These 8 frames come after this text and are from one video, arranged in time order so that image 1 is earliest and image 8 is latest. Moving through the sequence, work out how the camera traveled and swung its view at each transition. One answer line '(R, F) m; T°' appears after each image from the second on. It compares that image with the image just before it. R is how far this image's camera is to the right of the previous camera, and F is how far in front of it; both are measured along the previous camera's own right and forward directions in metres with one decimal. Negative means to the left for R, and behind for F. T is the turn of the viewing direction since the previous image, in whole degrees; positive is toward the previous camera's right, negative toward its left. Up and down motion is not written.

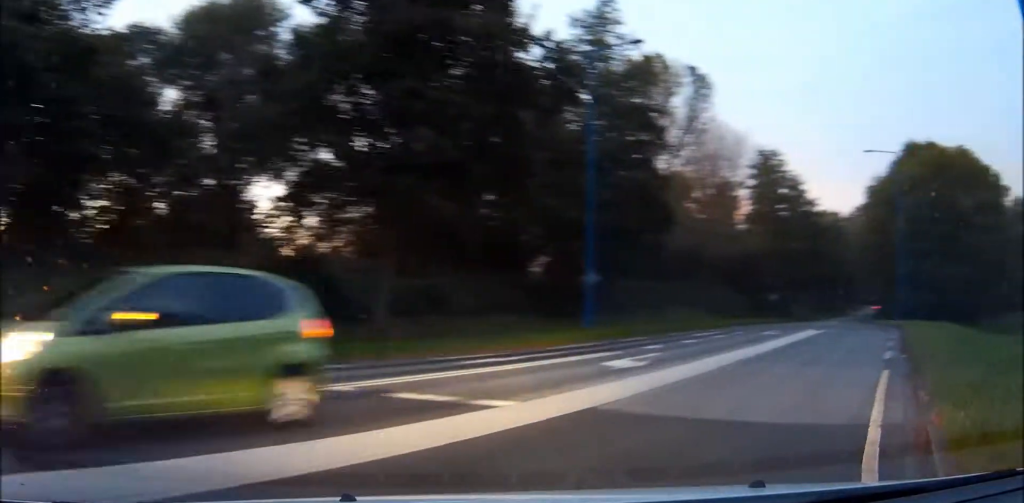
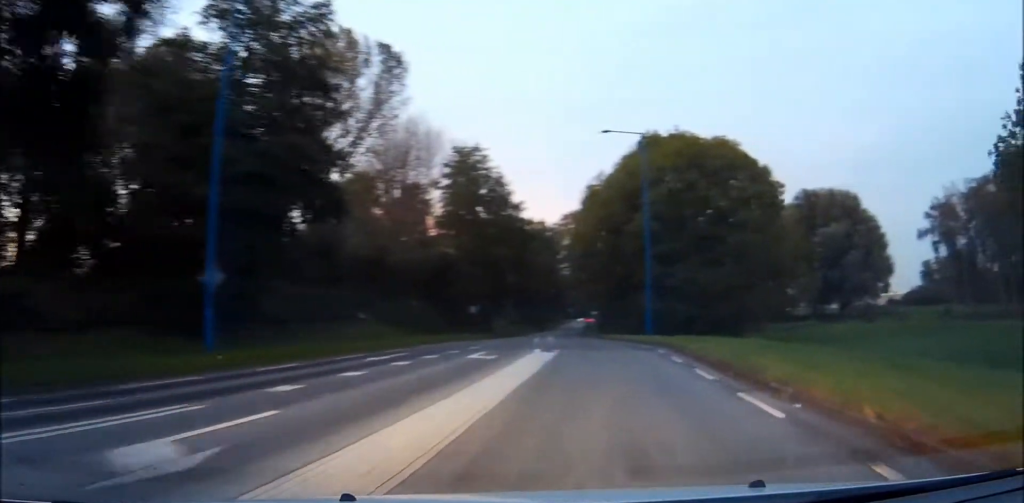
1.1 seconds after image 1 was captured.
(+2.2, +9.6) m; +20°
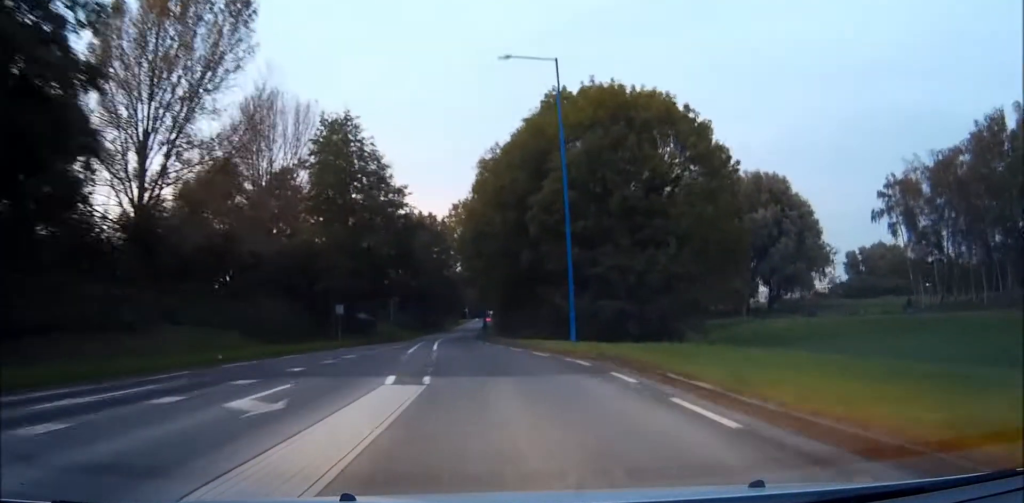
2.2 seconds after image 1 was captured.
(+1.5, +12.9) m; +8°
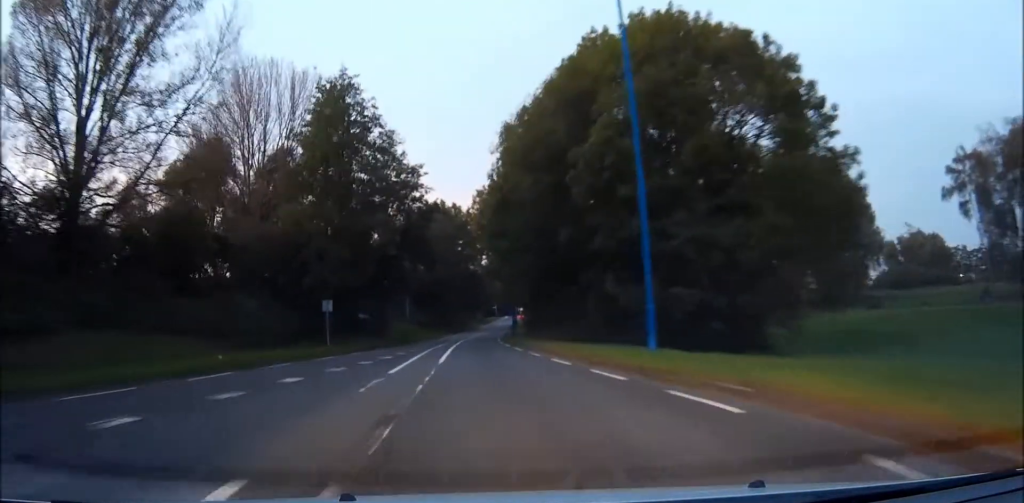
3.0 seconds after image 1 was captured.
(+0.3, +10.8) m; 0°
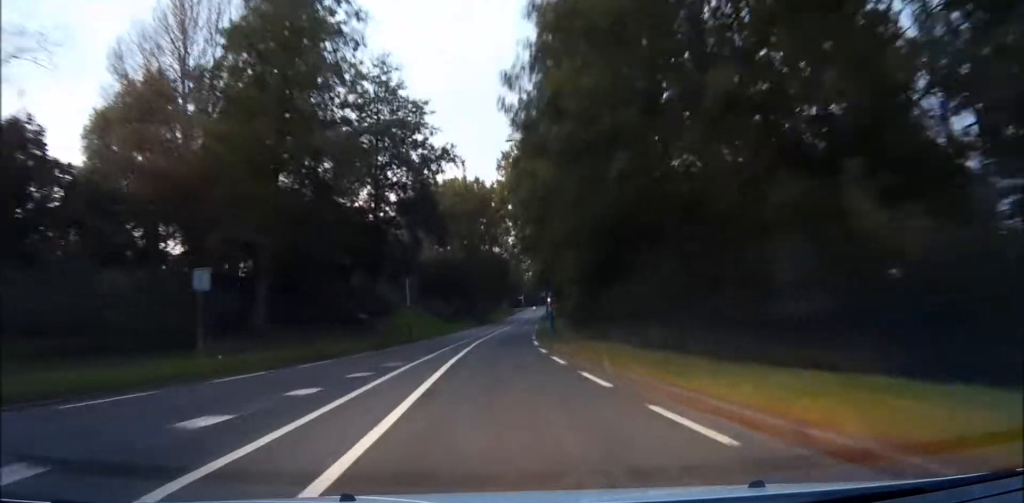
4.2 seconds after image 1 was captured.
(-0.5, +19.9) m; -2°
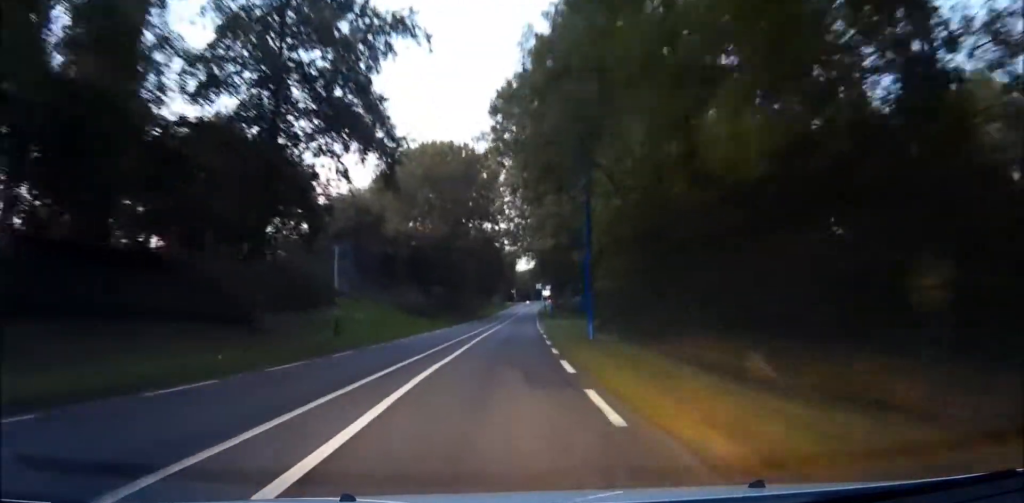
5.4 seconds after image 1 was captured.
(-0.3, +22.9) m; 0°
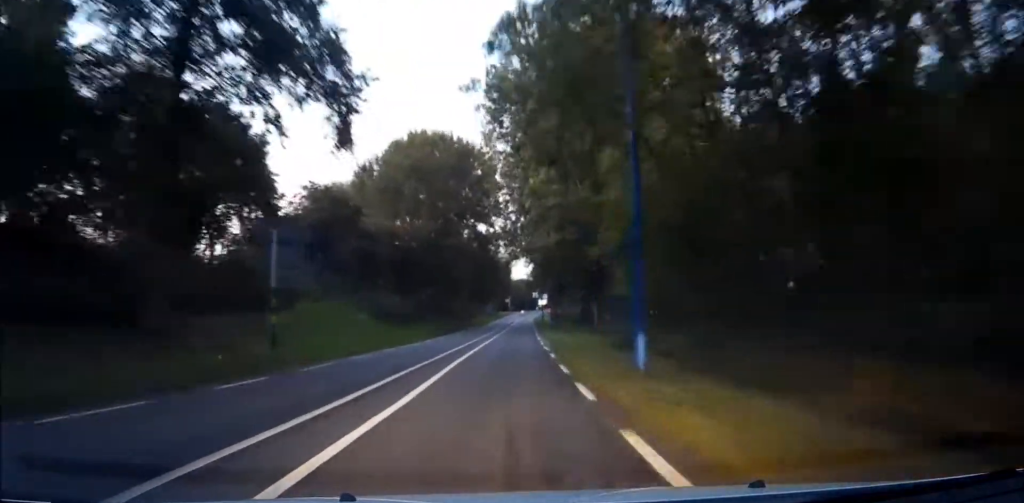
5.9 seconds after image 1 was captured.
(-0.1, +9.1) m; 0°
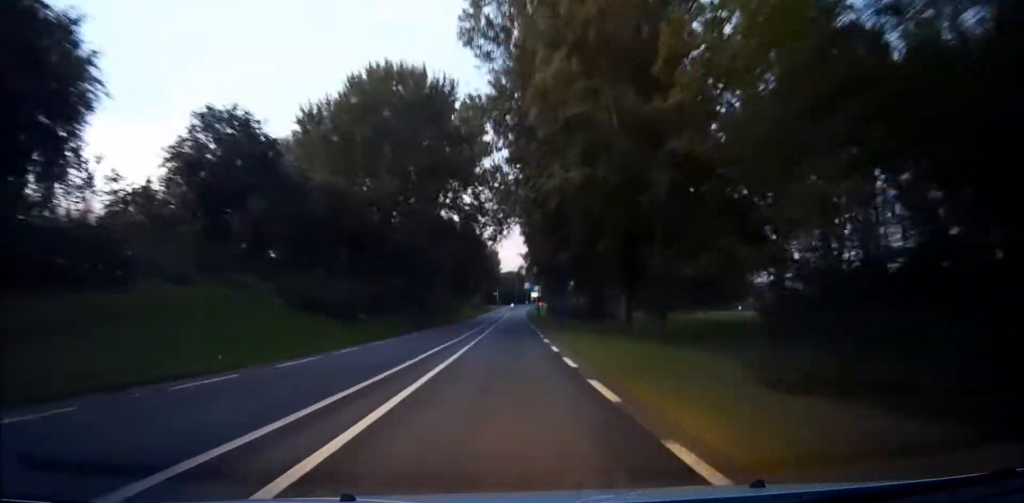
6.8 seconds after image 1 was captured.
(+0.3, +19.8) m; +2°
